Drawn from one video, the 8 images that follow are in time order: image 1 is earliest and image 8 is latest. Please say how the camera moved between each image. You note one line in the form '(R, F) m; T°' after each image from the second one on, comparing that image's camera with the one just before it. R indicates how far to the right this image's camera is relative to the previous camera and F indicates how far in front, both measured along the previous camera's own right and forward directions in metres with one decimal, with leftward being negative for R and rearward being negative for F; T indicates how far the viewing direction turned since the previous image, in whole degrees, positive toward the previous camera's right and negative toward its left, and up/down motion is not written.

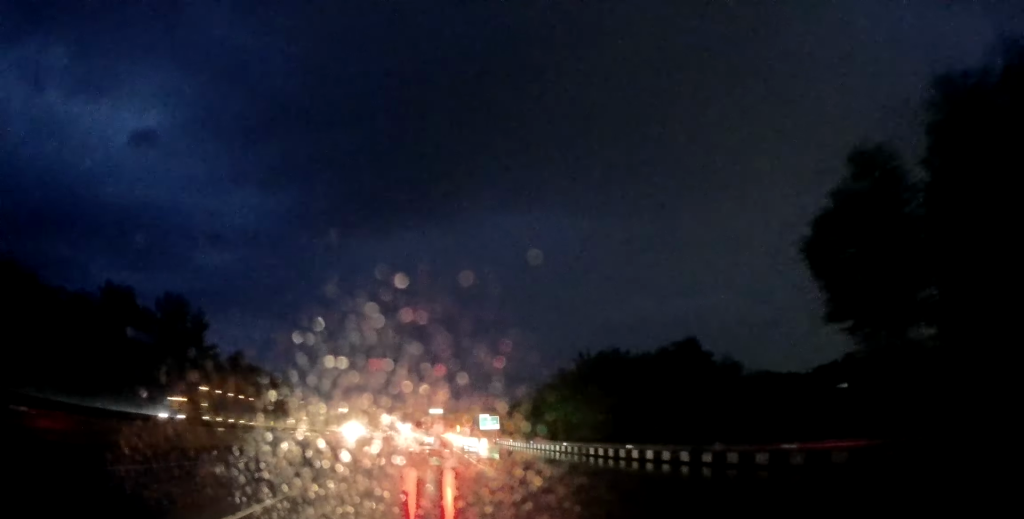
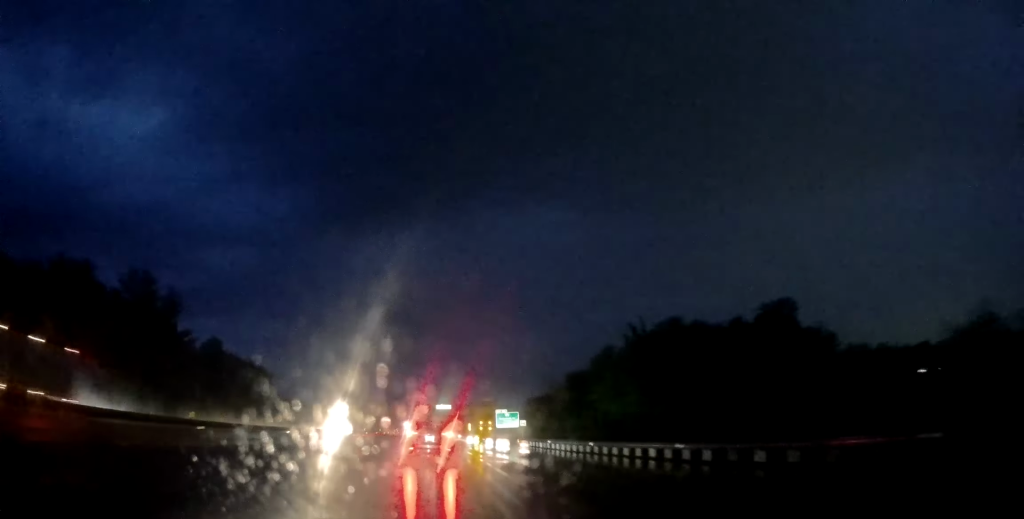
(+0.2, +18.6) m; +1°
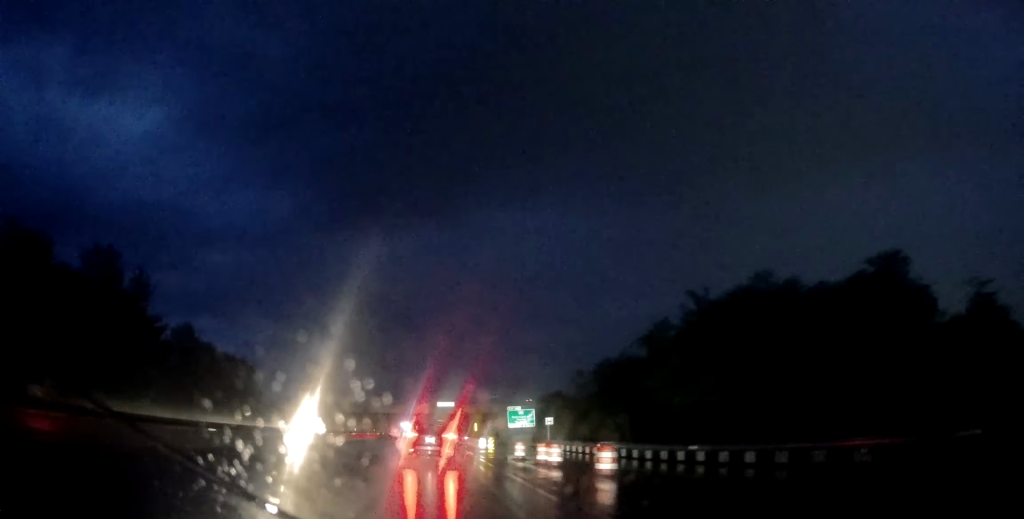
(+0.1, +14.7) m; +1°
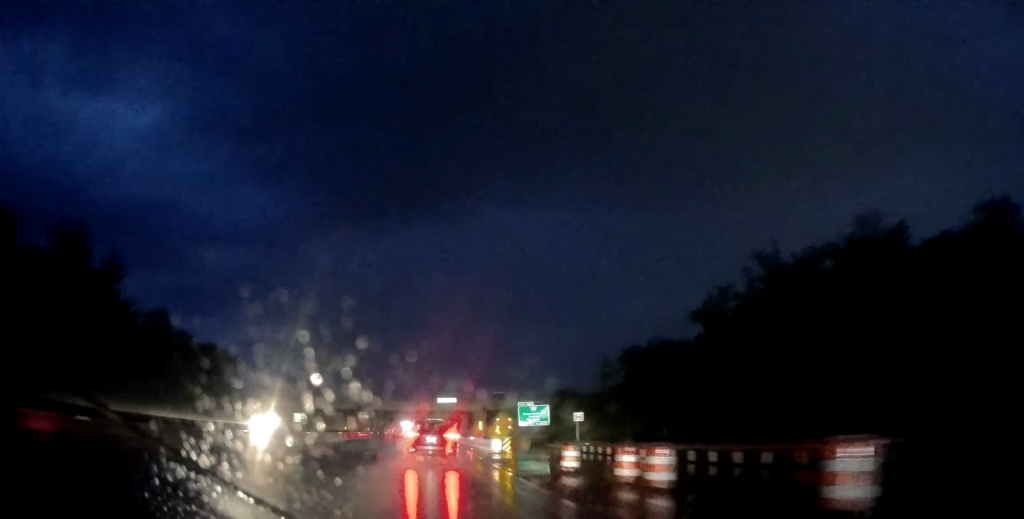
(+0.1, +11.5) m; -1°
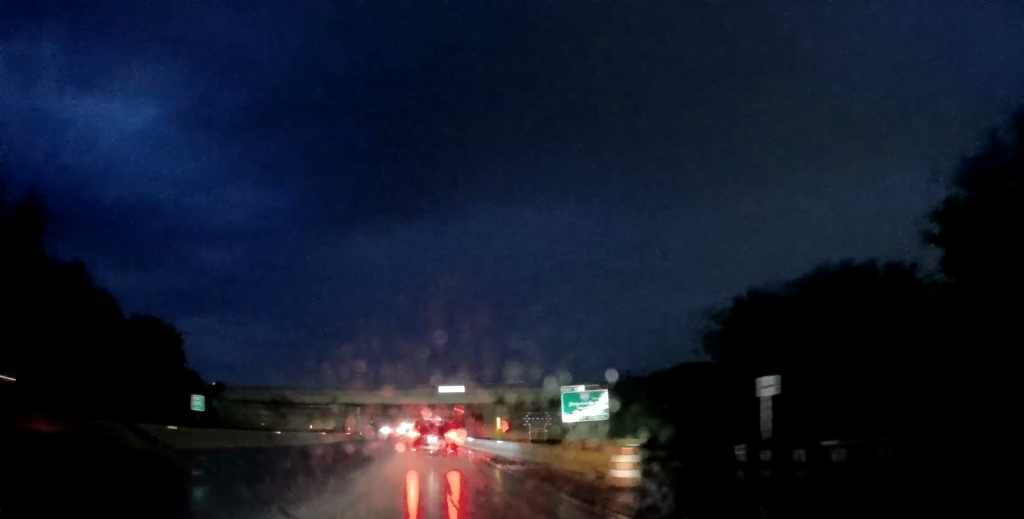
(-0.6, +25.0) m; -2°
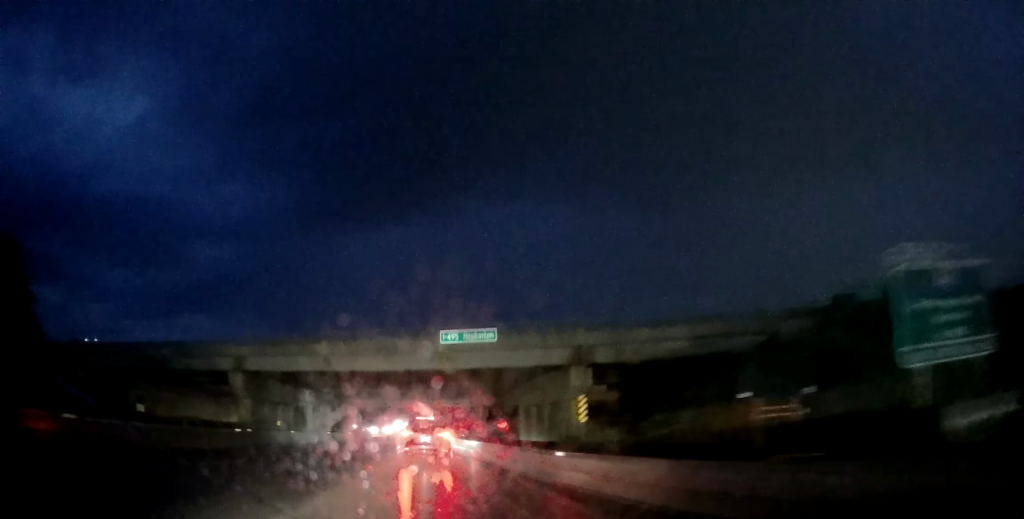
(+0.4, +37.7) m; +2°
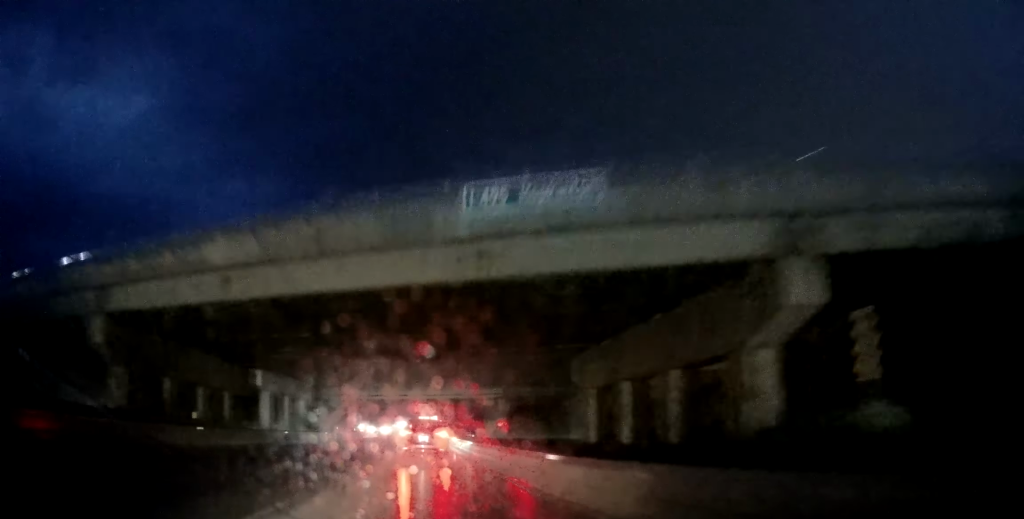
(+0.4, +18.9) m; 0°
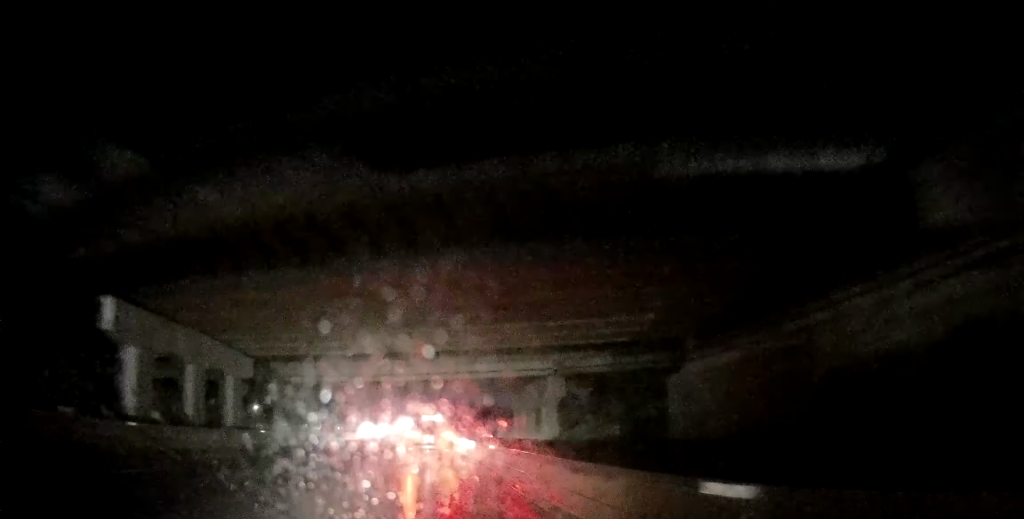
(-0.4, +23.0) m; -1°
